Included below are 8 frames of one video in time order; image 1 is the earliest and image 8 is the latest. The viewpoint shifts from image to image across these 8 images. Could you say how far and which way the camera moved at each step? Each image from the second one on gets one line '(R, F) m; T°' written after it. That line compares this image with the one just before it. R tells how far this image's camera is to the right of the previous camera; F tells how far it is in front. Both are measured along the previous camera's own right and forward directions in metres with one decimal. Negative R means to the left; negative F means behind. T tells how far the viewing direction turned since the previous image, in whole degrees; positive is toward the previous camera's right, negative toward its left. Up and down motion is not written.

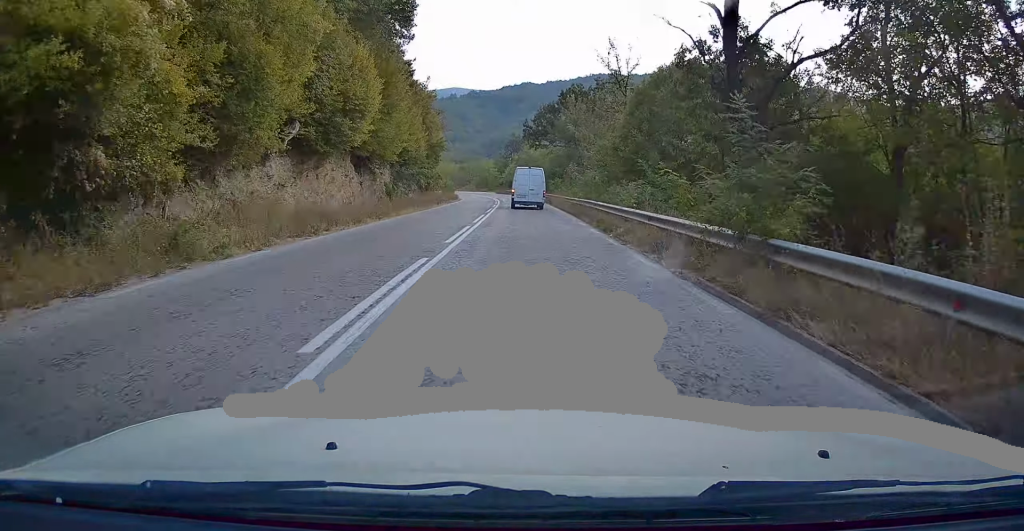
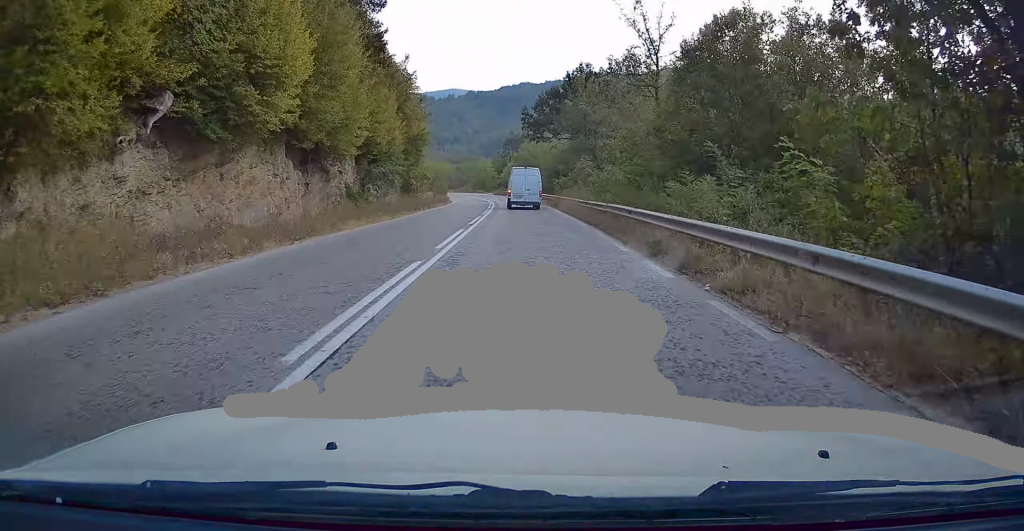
(-0.1, +9.5) m; -1°
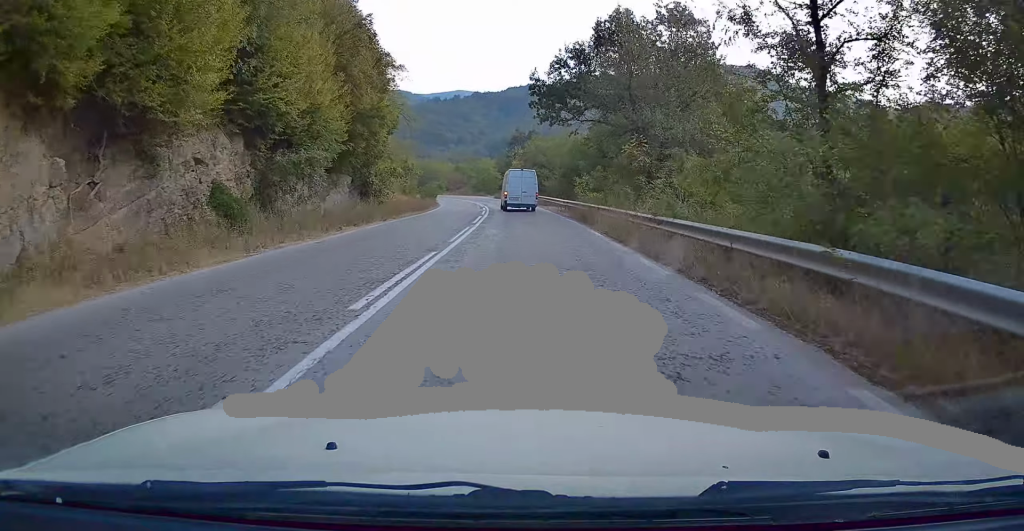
(-0.1, +15.5) m; 0°
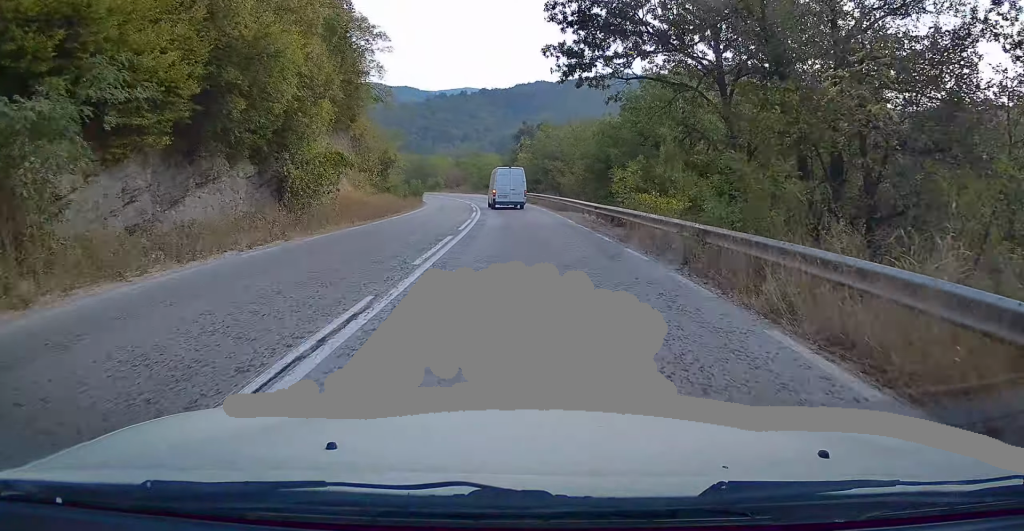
(0.0, +14.2) m; 0°
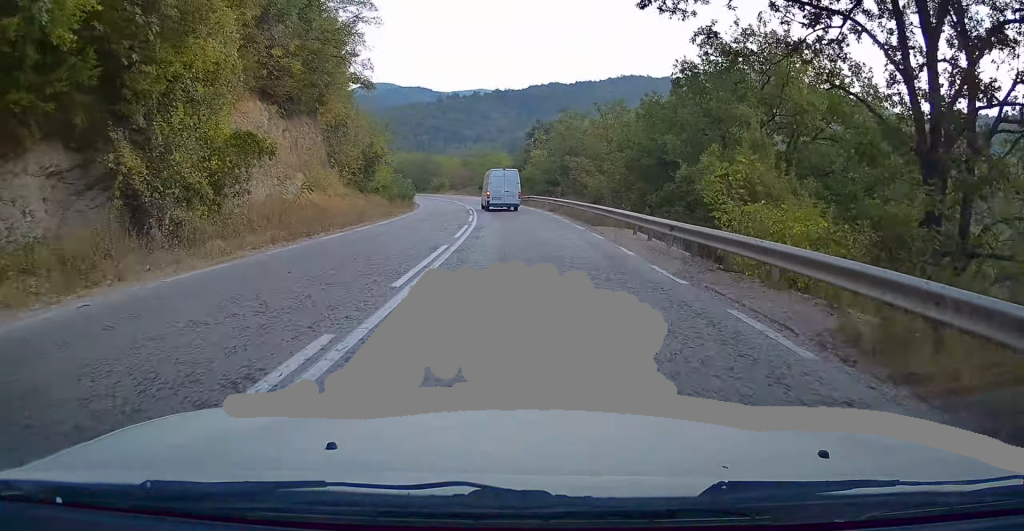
(+0.1, +10.9) m; 0°
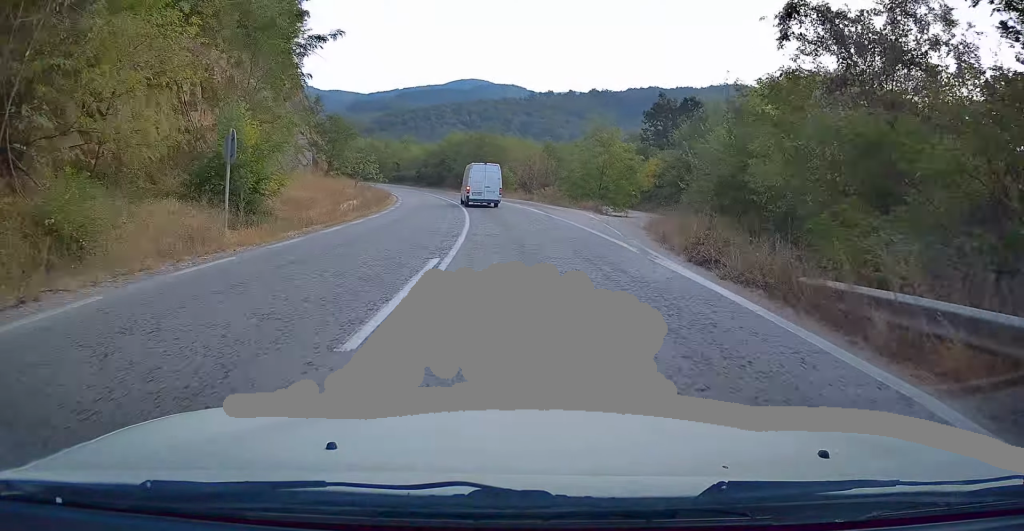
(-2.4, +48.5) m; -6°
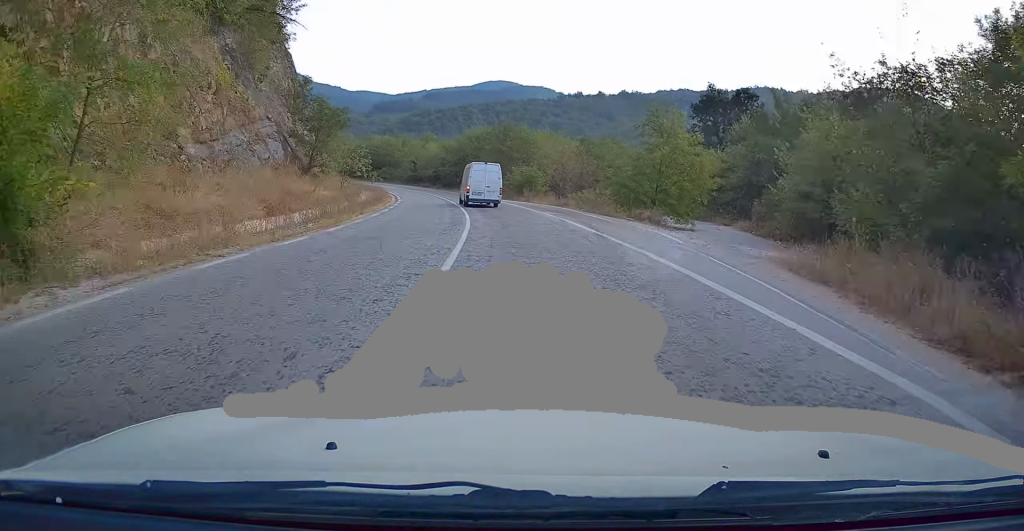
(-0.1, +11.7) m; -2°
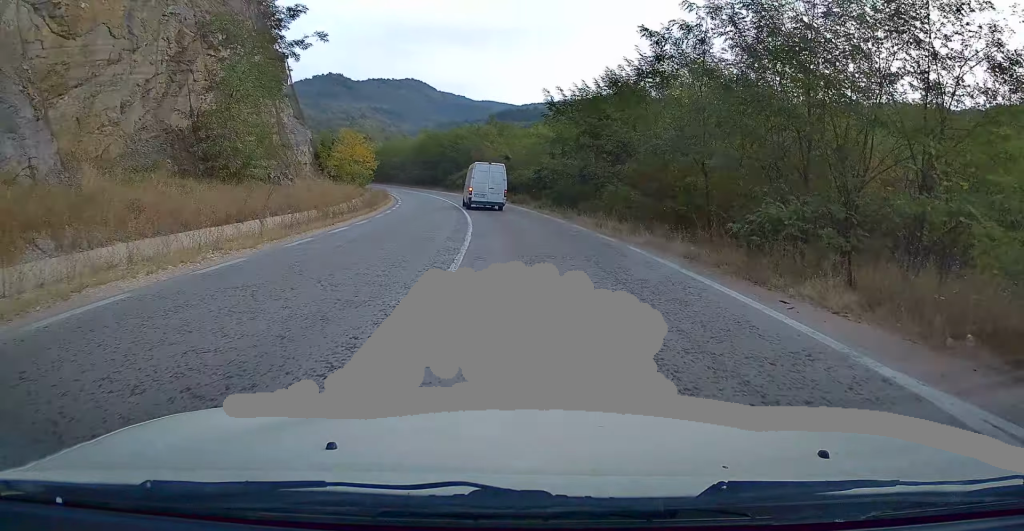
(-4.0, +48.6) m; -10°
